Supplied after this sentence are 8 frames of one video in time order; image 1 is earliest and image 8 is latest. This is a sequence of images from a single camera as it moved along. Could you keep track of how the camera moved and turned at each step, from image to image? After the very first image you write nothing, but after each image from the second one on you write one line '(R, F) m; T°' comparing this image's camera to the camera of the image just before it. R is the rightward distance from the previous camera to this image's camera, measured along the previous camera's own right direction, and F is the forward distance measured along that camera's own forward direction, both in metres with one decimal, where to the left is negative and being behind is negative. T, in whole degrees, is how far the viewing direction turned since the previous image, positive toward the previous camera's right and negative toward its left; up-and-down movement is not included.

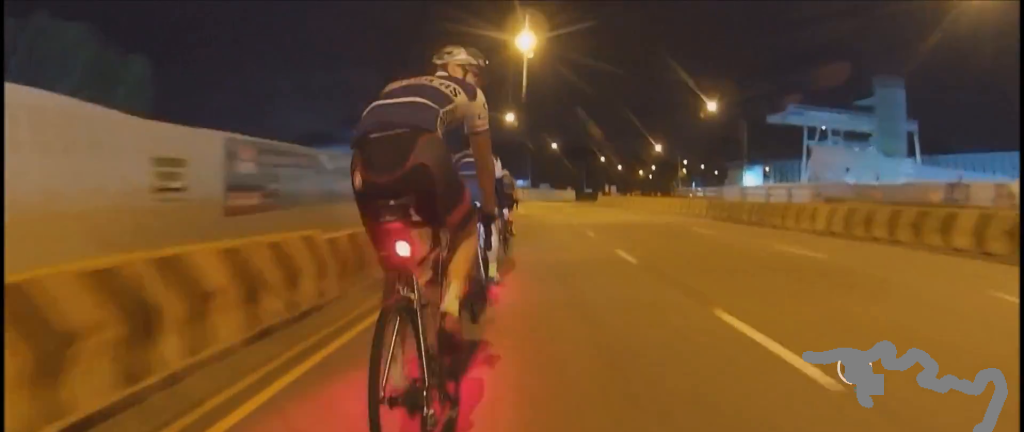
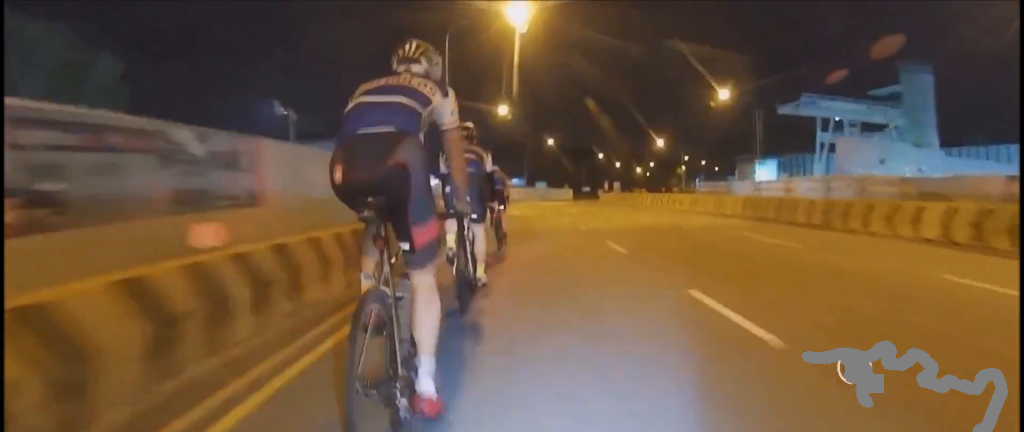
(-0.4, +5.2) m; 0°
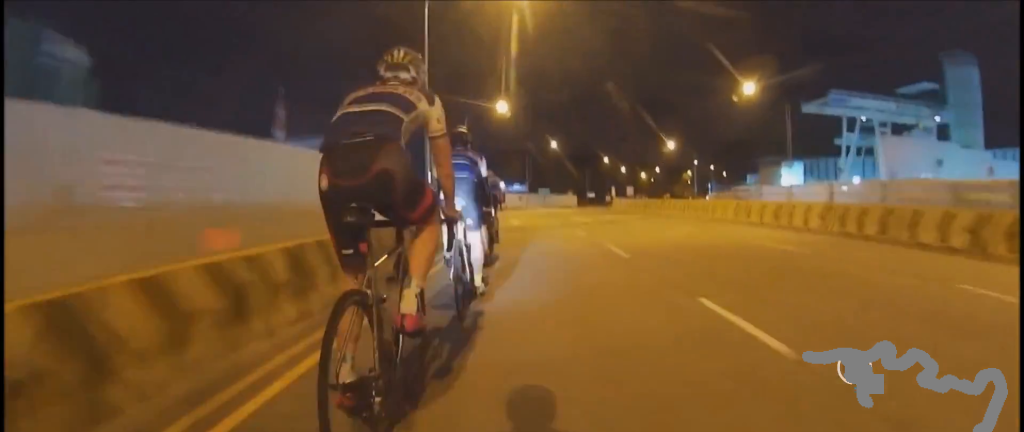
(-0.6, +6.0) m; 0°
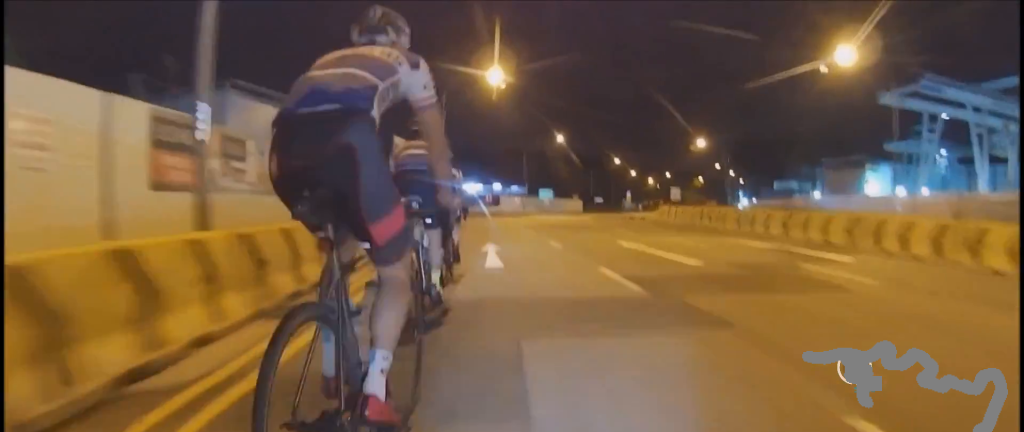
(+1.1, +14.8) m; 0°
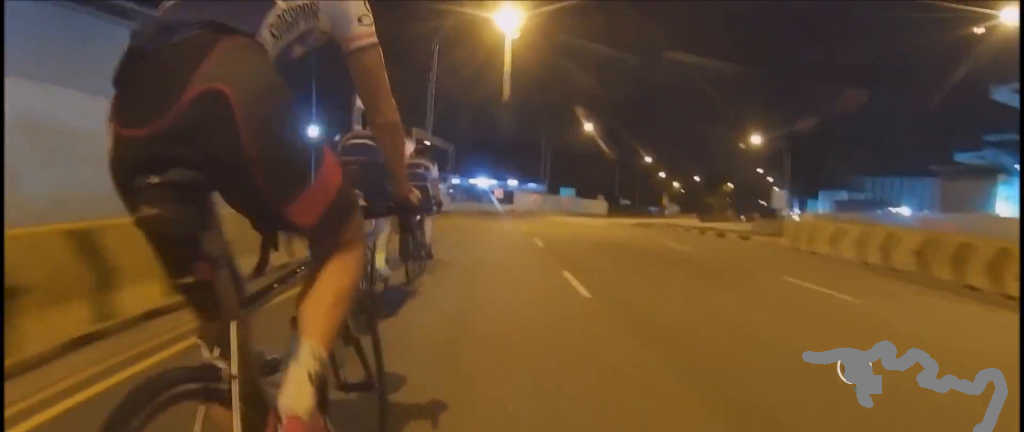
(-1.3, +12.1) m; -9°
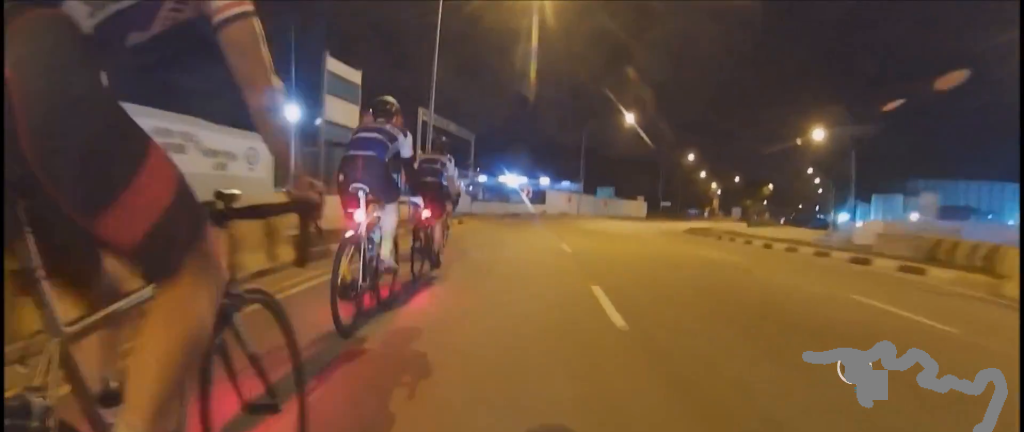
(-0.4, +7.2) m; +3°
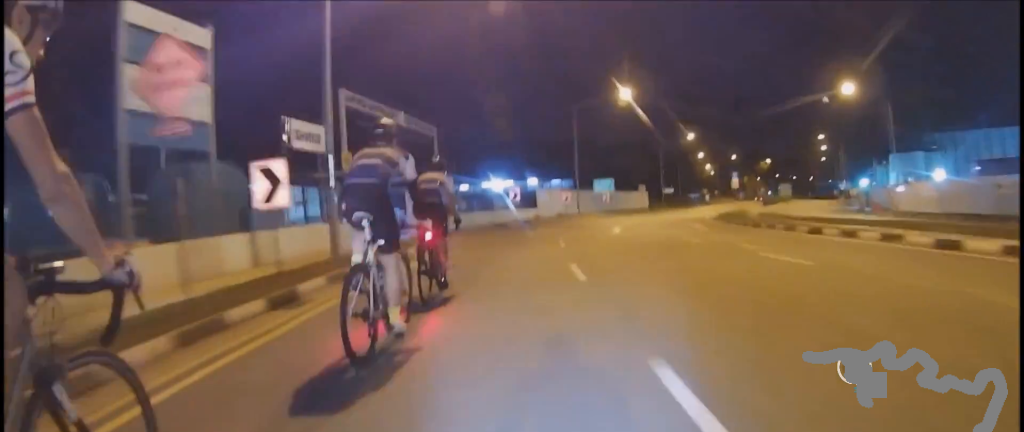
(+0.2, +9.0) m; +5°
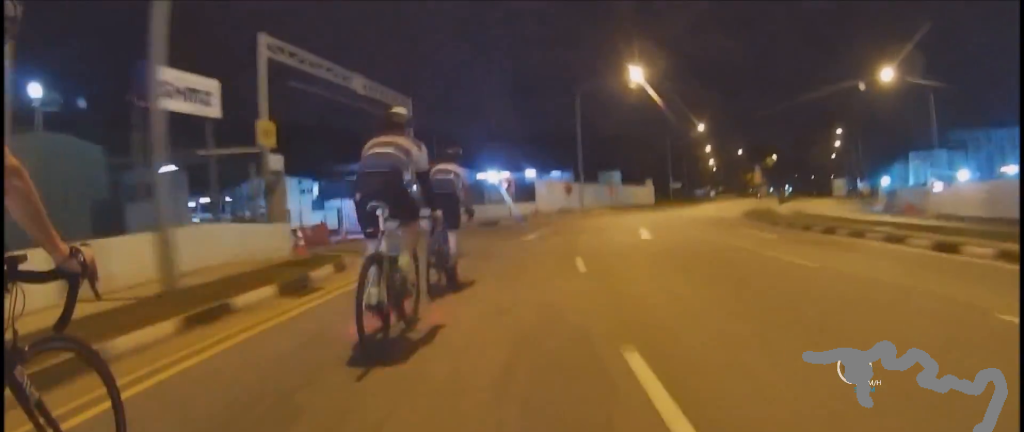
(+0.7, +5.9) m; +4°
